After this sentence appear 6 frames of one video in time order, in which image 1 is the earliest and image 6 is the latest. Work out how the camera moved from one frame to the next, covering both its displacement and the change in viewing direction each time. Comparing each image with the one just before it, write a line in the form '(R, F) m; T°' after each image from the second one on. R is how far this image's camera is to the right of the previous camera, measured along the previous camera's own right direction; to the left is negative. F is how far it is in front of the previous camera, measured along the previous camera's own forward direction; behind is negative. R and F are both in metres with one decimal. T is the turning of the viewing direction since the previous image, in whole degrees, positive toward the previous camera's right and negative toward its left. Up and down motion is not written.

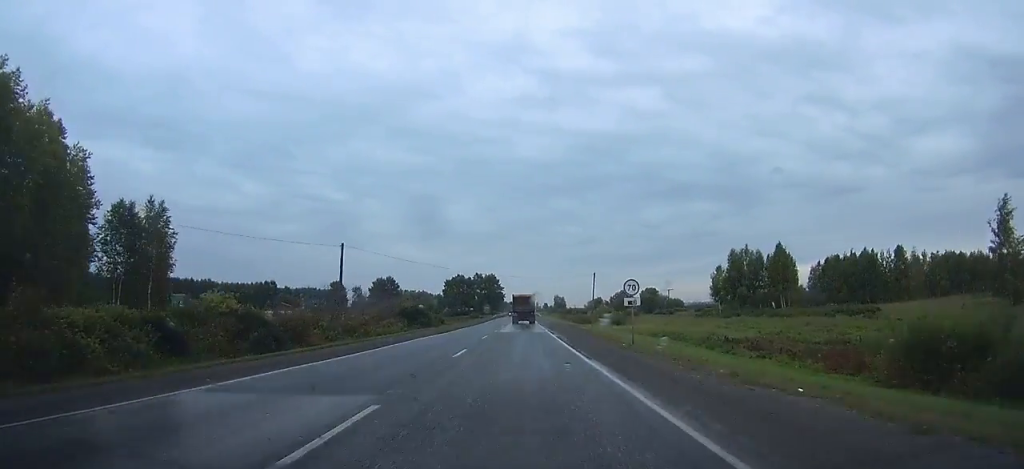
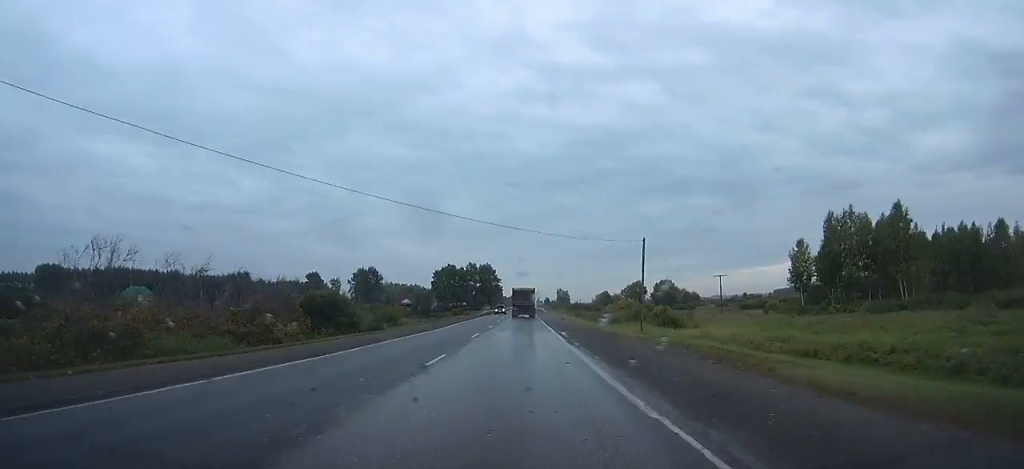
(+0.1, +42.5) m; 0°
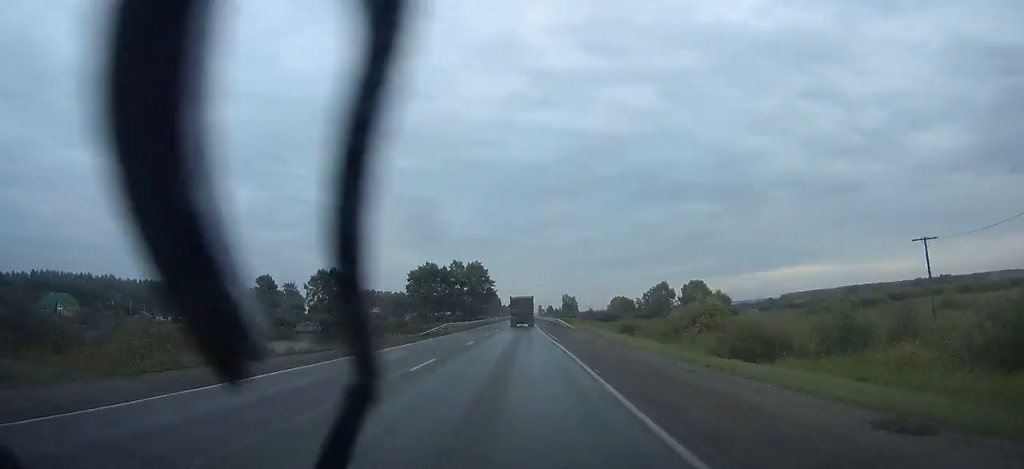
(0.0, +61.5) m; 0°
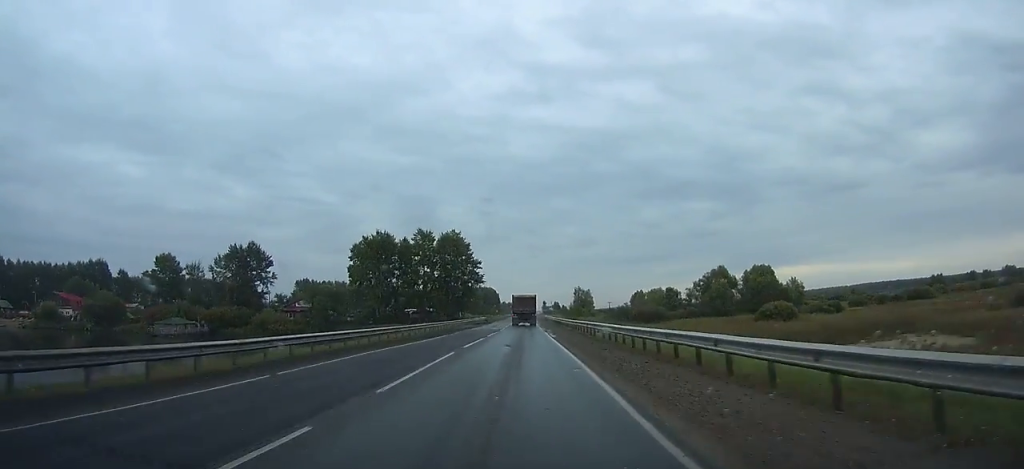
(-0.3, +74.3) m; 0°
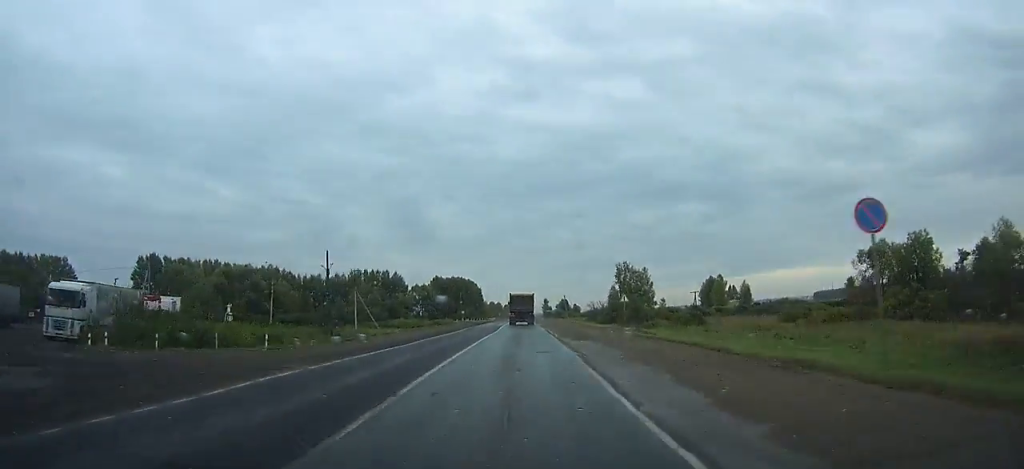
(+0.2, +140.6) m; 0°
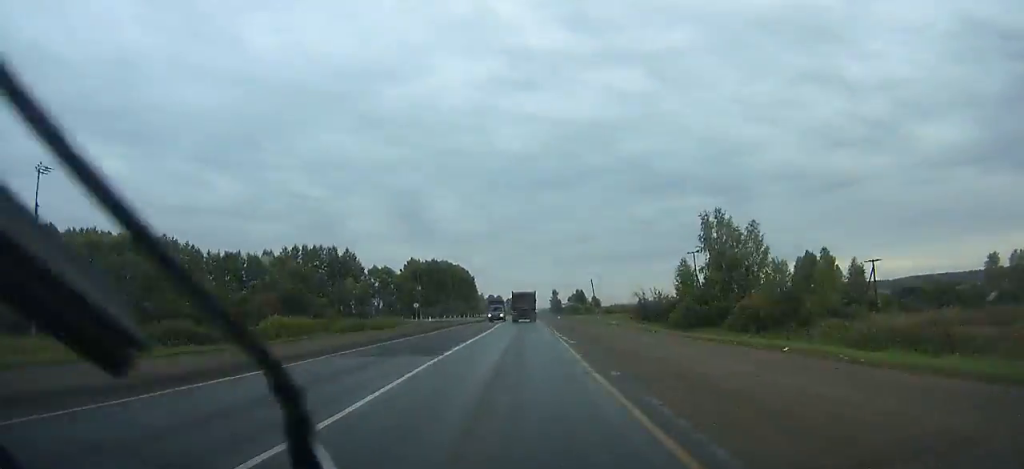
(+0.2, +70.1) m; 0°
